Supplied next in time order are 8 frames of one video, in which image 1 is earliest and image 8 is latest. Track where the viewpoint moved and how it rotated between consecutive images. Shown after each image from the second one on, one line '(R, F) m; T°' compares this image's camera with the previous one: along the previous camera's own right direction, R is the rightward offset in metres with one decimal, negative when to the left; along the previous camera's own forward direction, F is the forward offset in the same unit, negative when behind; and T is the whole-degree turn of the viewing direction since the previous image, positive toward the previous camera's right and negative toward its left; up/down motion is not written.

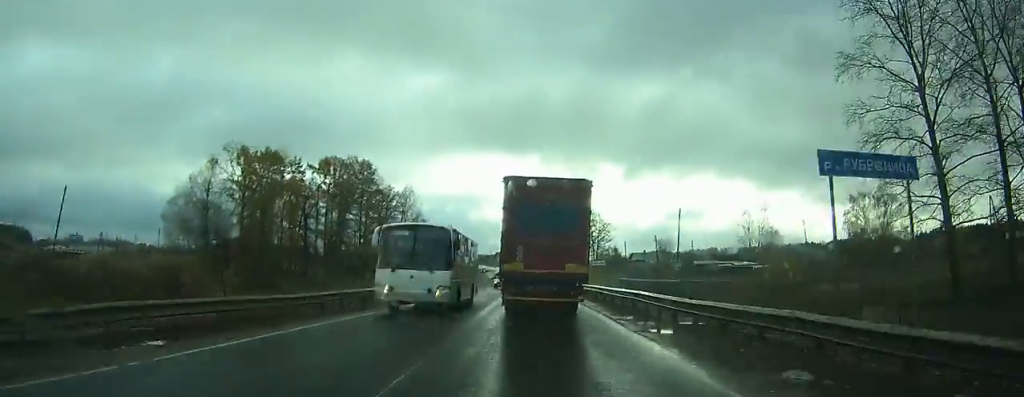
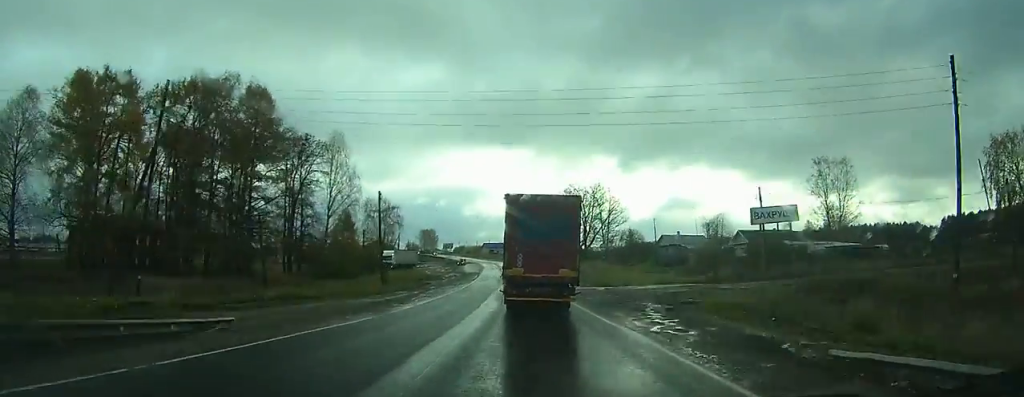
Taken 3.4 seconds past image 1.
(+1.2, +49.1) m; +1°
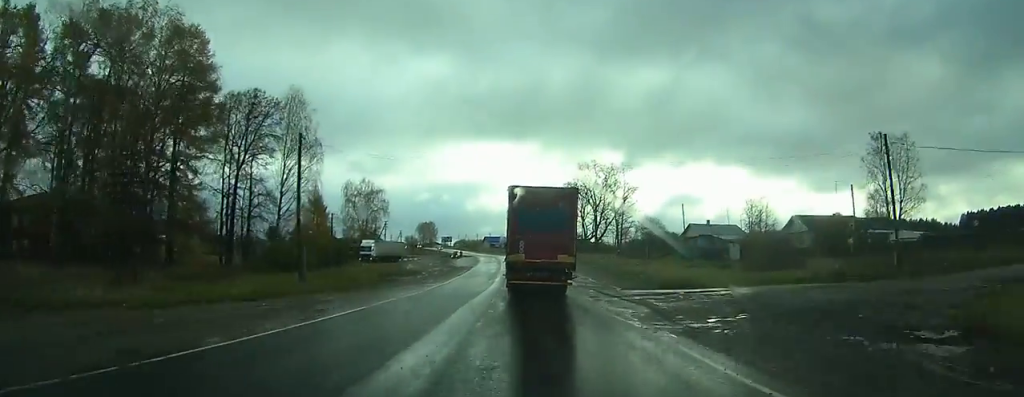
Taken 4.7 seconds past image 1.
(0.0, +19.7) m; 0°
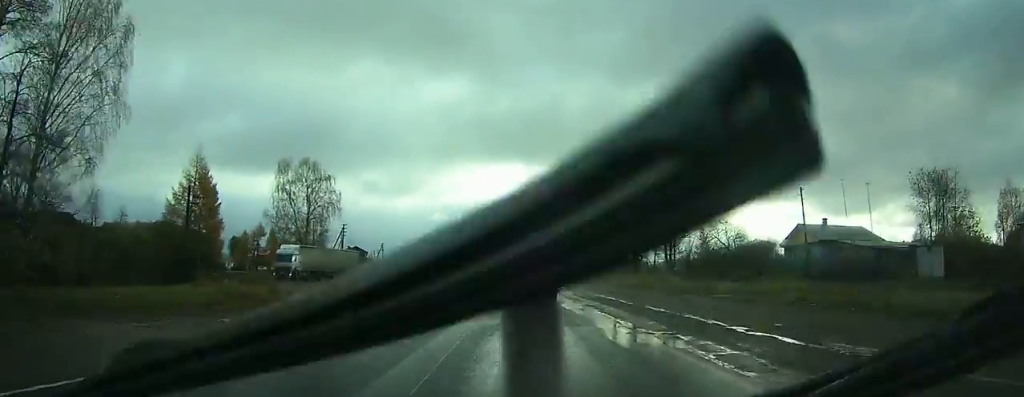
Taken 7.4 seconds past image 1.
(-0.4, +41.3) m; -1°
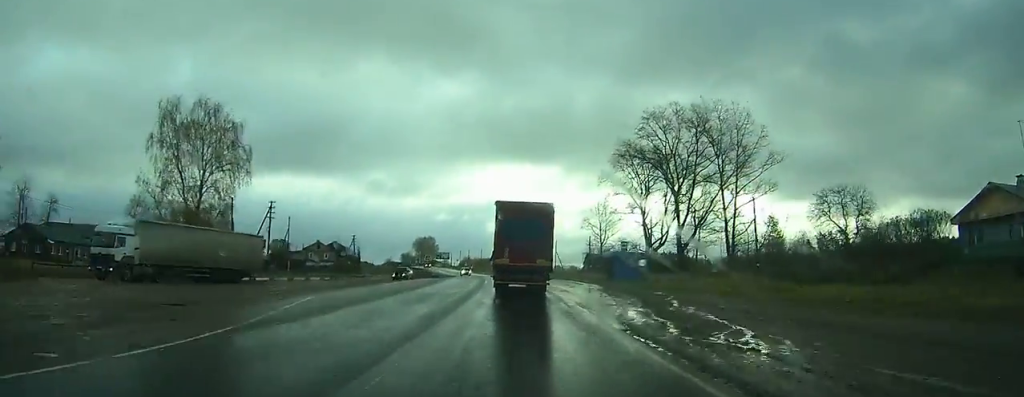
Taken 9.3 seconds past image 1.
(-0.2, +31.3) m; -1°
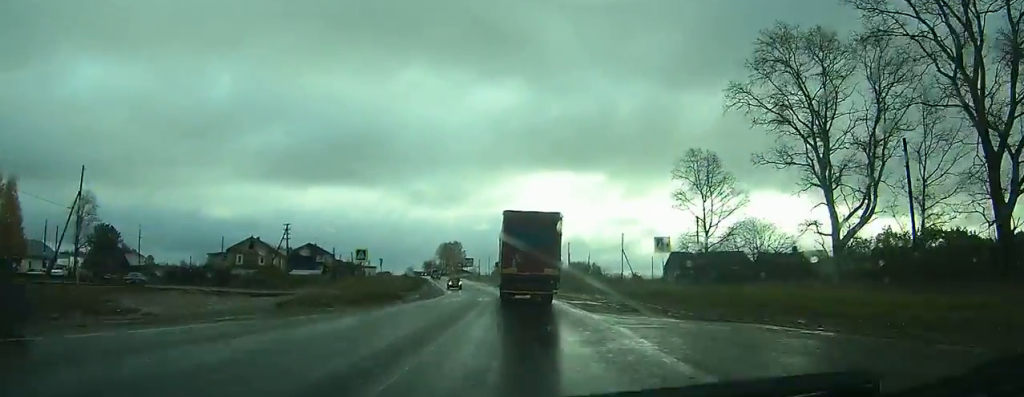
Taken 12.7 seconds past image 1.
(-1.4, +56.7) m; -3°
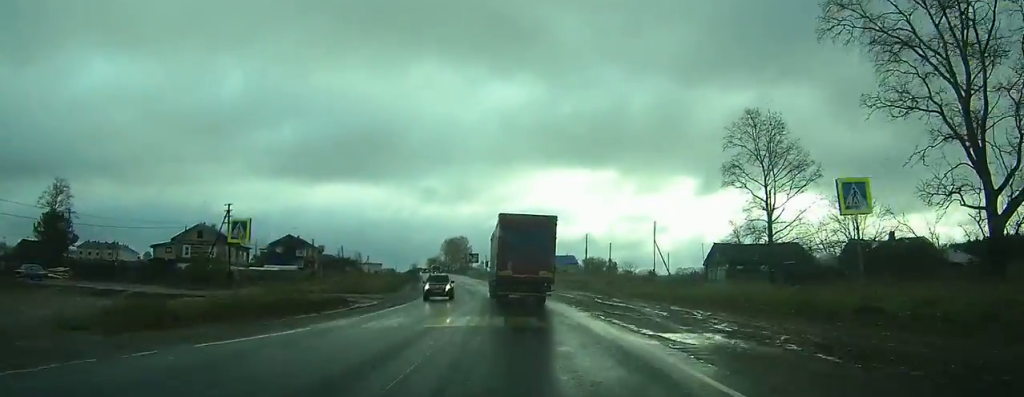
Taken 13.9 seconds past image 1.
(-0.3, +19.2) m; -2°
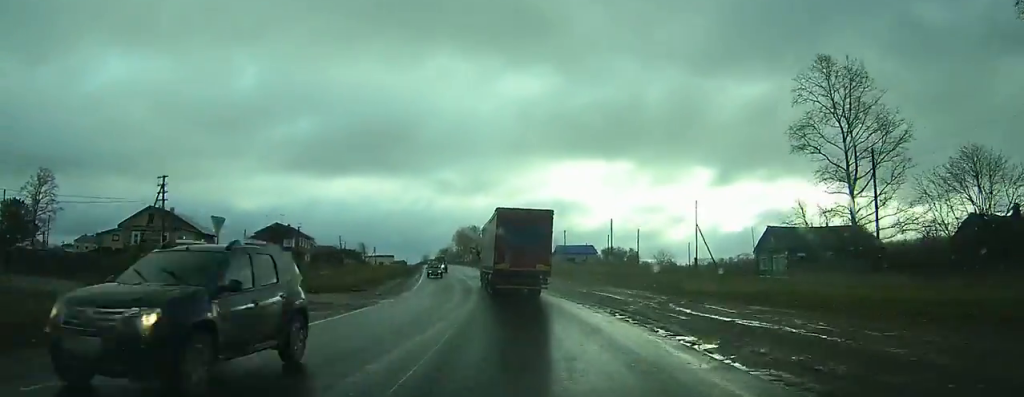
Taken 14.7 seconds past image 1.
(-0.2, +14.6) m; -2°
